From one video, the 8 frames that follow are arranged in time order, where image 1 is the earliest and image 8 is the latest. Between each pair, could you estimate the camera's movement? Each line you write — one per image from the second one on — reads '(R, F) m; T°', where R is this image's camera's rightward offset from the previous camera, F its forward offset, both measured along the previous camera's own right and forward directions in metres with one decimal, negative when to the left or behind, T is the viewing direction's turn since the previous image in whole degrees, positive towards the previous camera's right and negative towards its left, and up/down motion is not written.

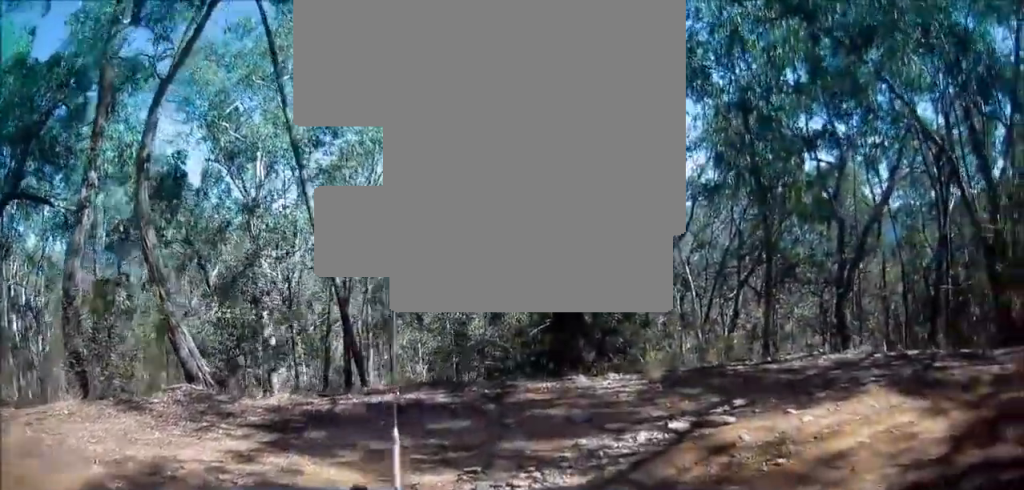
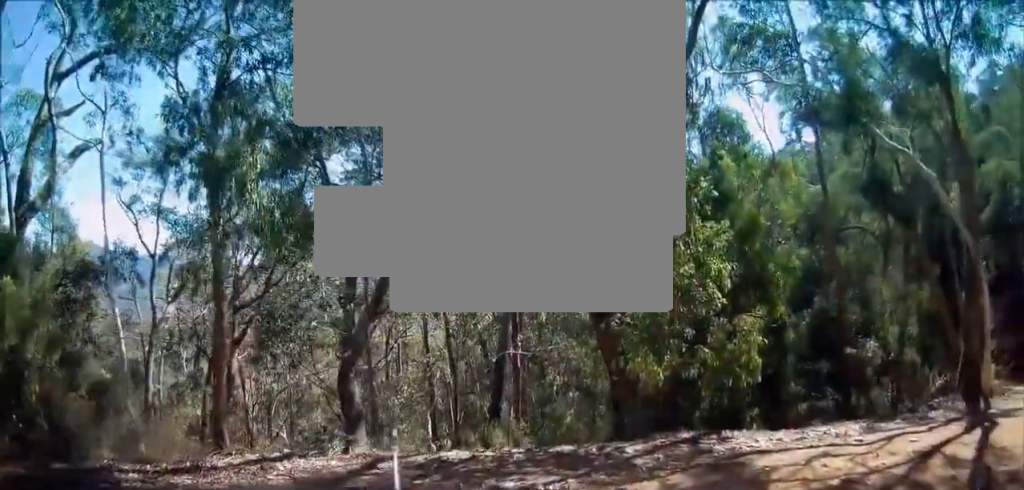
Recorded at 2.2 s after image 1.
(+2.4, +4.0) m; +64°
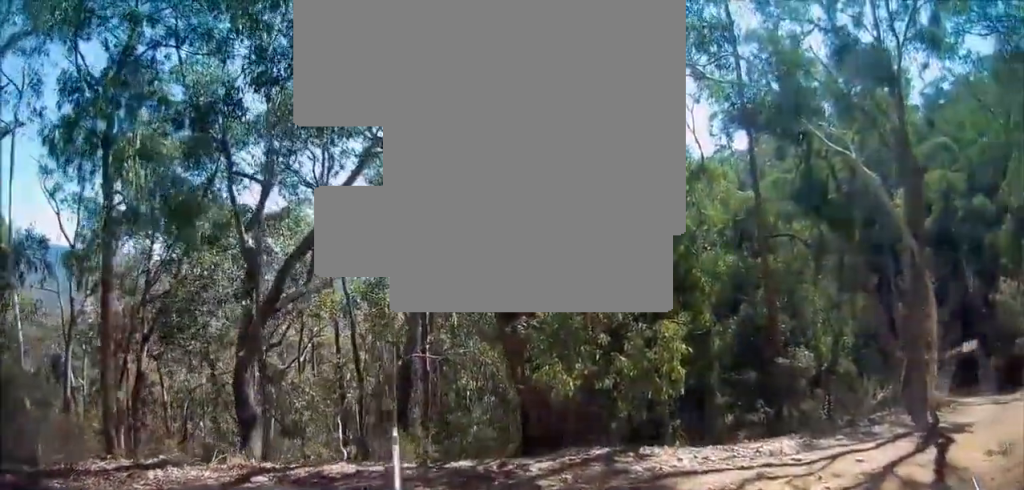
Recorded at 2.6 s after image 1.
(+0.1, +0.8) m; -4°
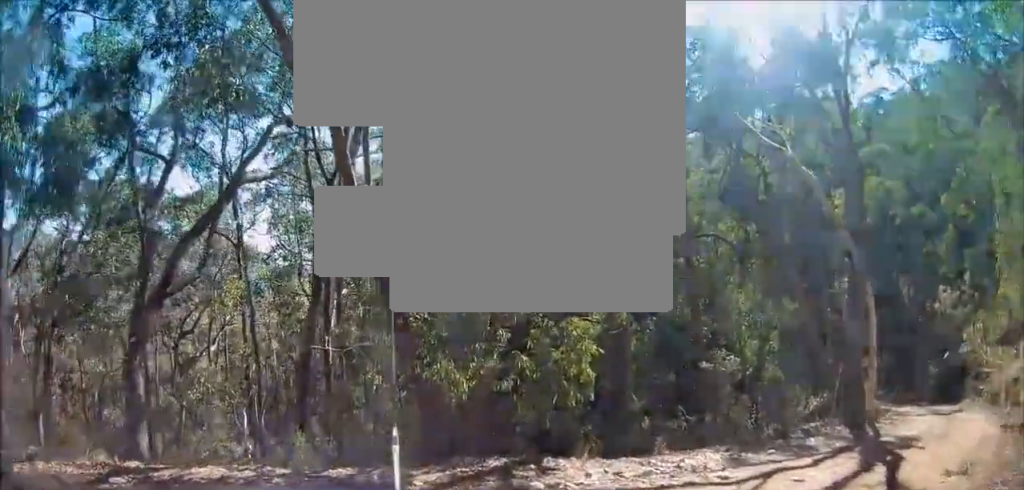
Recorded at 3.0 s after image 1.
(+0.1, +0.8) m; -4°
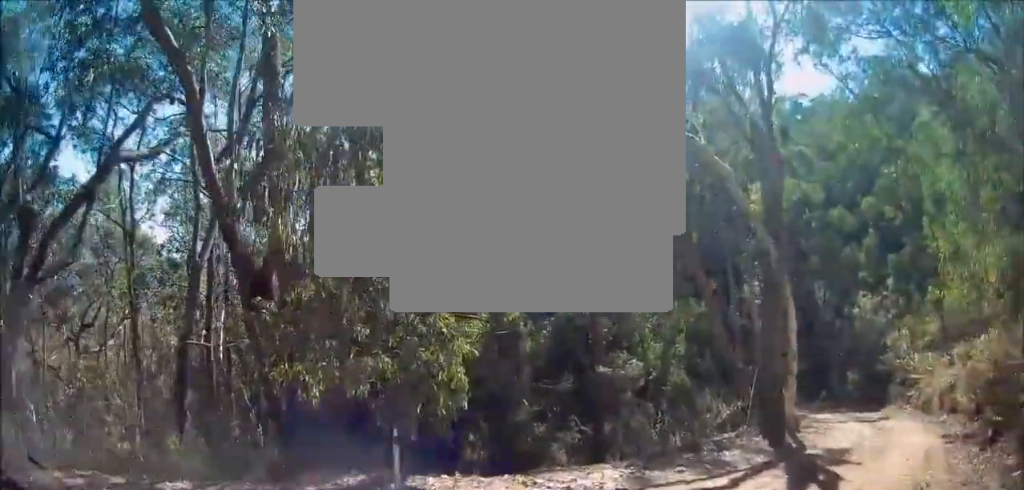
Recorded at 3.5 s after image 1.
(-0.2, +1.1) m; +1°
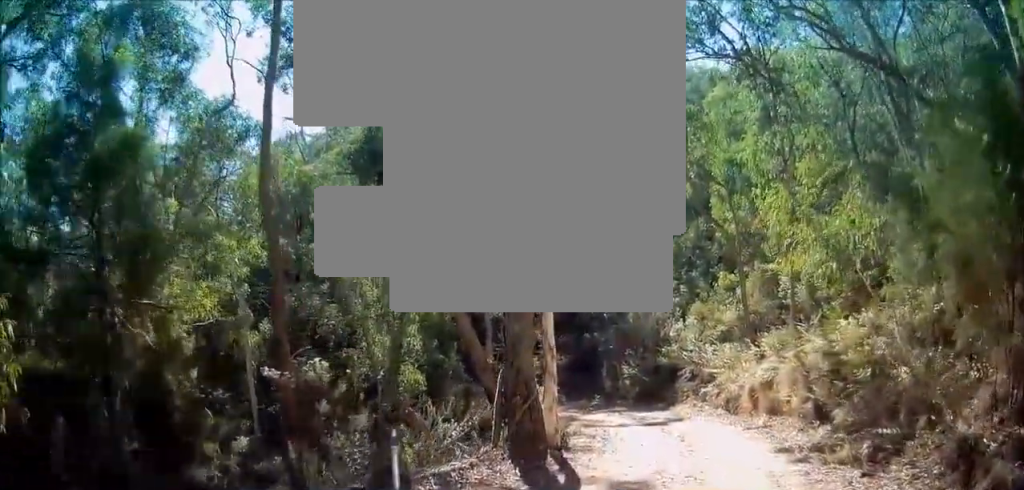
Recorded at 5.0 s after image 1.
(+0.3, +3.3) m; +2°
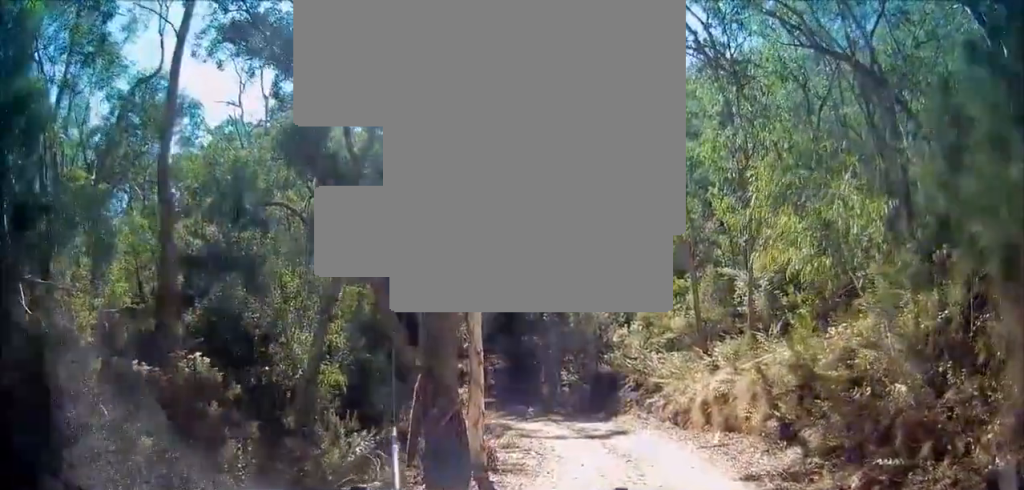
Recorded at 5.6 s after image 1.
(-0.2, +1.5) m; +1°
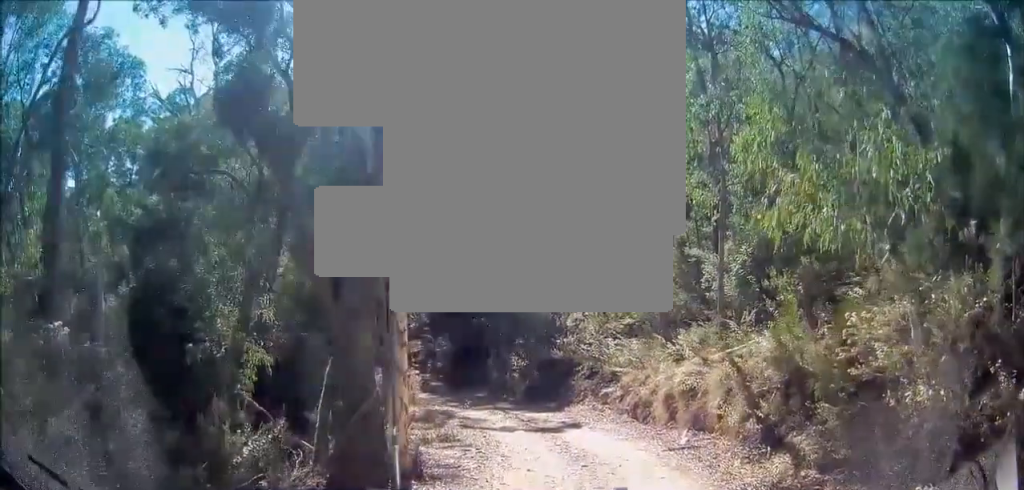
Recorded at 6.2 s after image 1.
(-0.3, +1.6) m; +3°
